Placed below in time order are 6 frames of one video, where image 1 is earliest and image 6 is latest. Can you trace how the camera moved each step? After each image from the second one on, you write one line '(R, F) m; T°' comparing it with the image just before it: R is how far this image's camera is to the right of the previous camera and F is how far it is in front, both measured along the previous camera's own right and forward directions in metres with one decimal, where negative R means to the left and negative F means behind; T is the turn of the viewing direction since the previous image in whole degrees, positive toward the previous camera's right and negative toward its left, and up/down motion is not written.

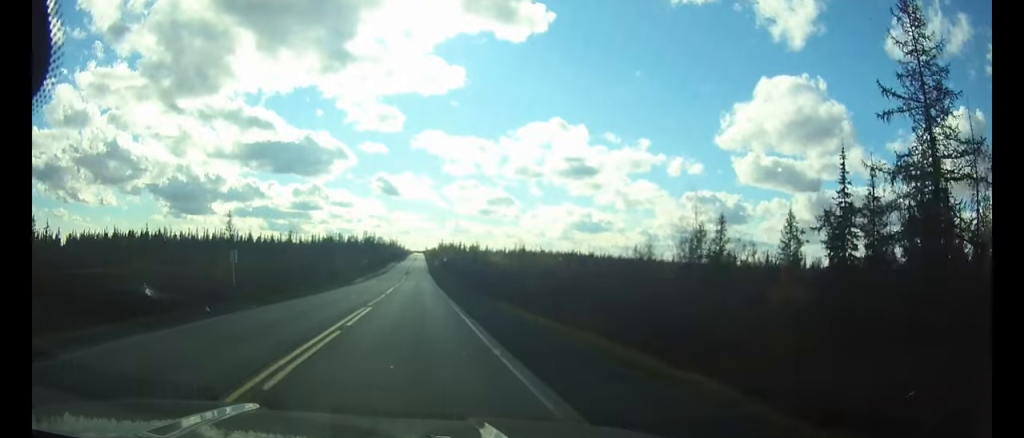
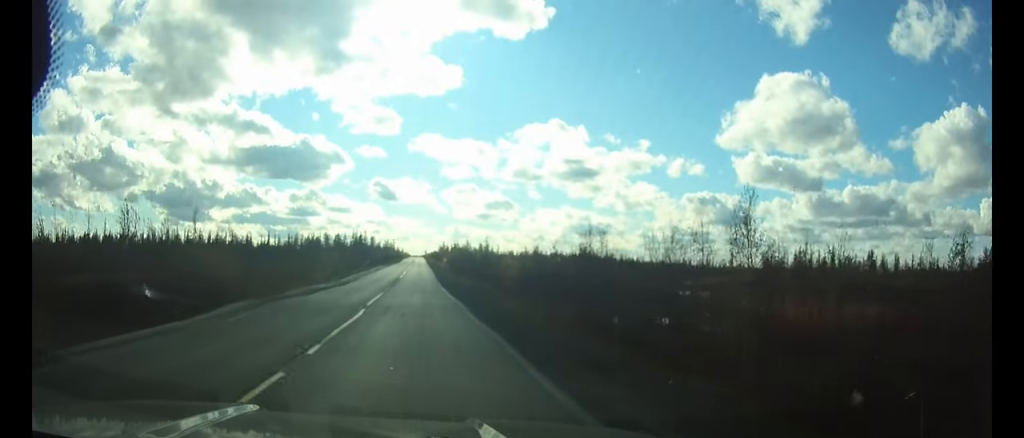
(+0.2, +51.3) m; 0°
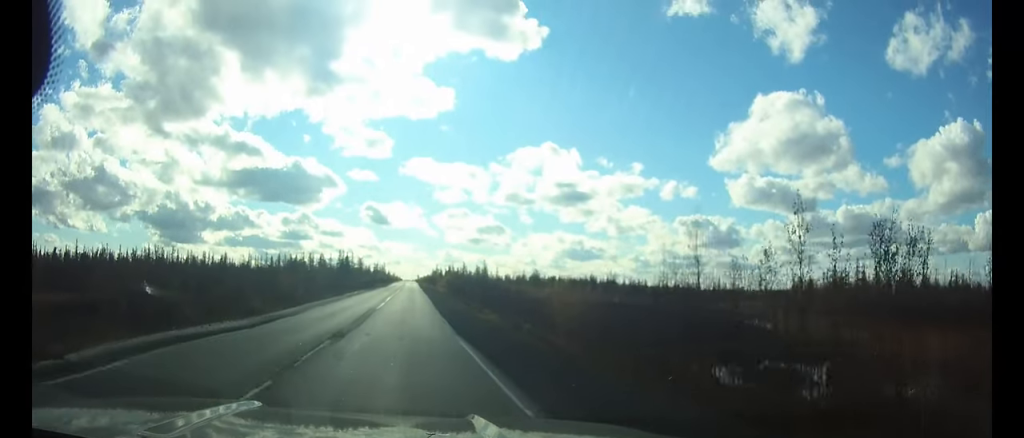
(0.0, +25.5) m; 0°
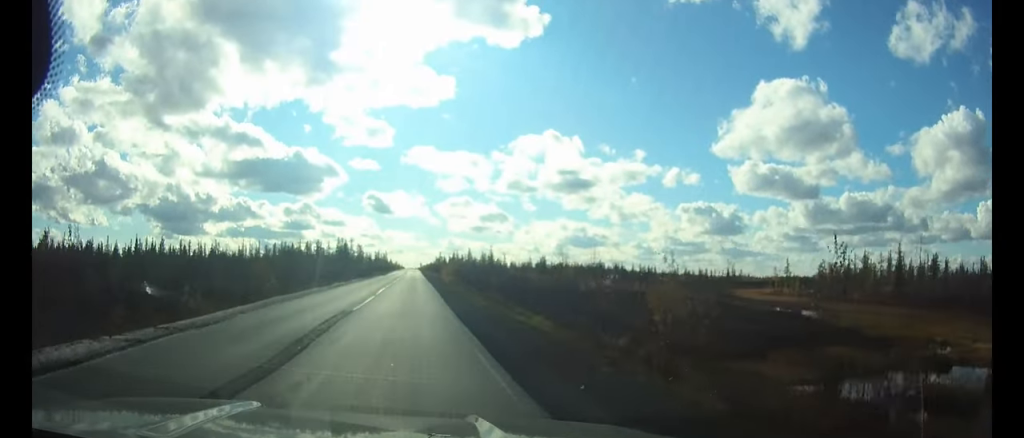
(0.0, +14.6) m; 0°
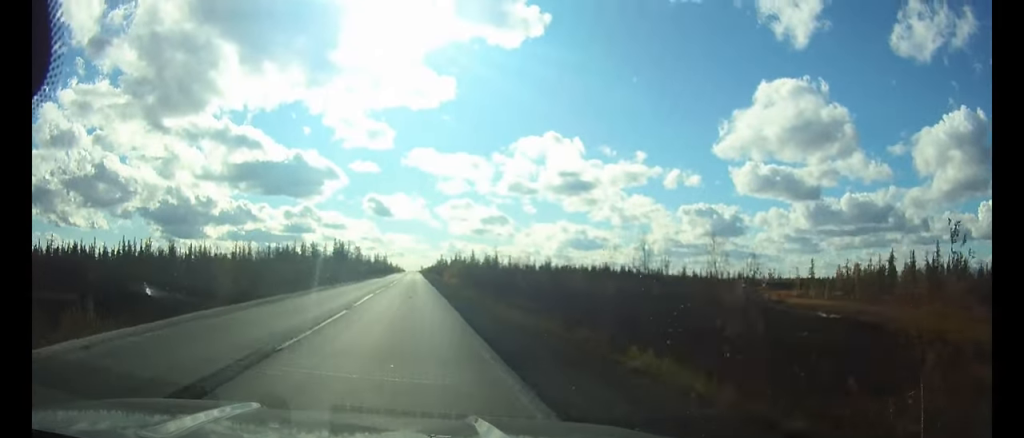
(0.0, +12.6) m; 0°
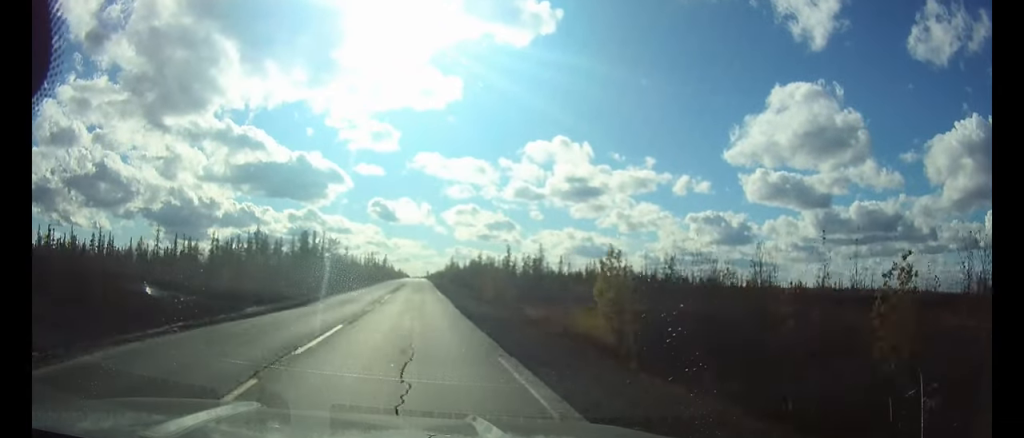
(0.0, +72.7) m; 0°
